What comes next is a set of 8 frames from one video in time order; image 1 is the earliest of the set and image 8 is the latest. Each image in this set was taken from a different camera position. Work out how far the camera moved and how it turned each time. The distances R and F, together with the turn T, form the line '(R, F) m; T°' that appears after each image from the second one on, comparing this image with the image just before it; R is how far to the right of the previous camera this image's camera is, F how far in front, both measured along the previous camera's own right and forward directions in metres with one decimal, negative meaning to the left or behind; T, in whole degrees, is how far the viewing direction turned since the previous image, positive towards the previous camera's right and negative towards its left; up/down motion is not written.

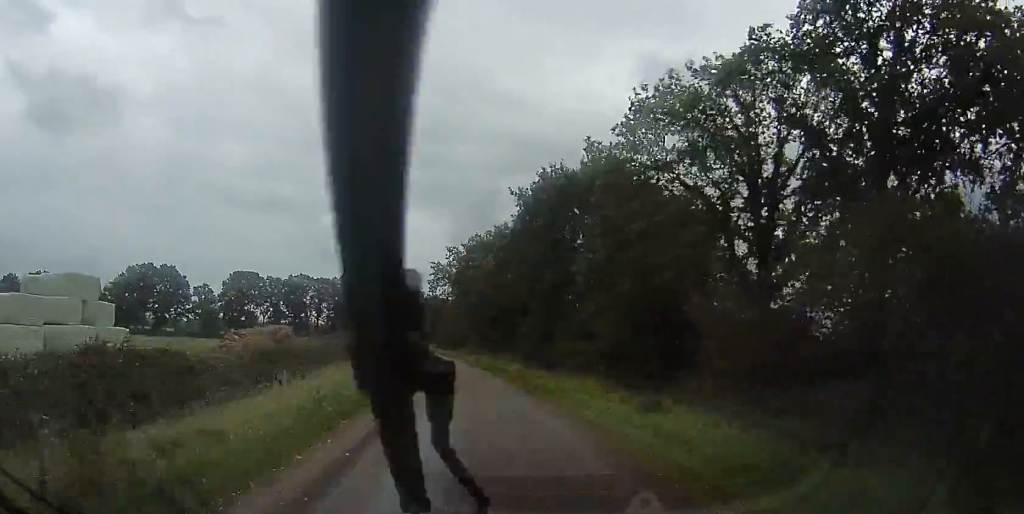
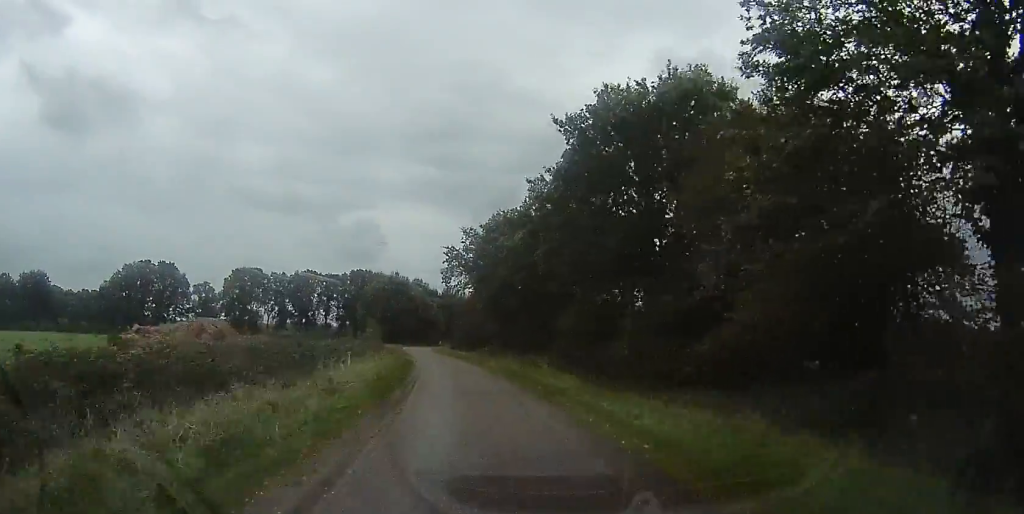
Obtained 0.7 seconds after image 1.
(-0.4, +11.4) m; -2°
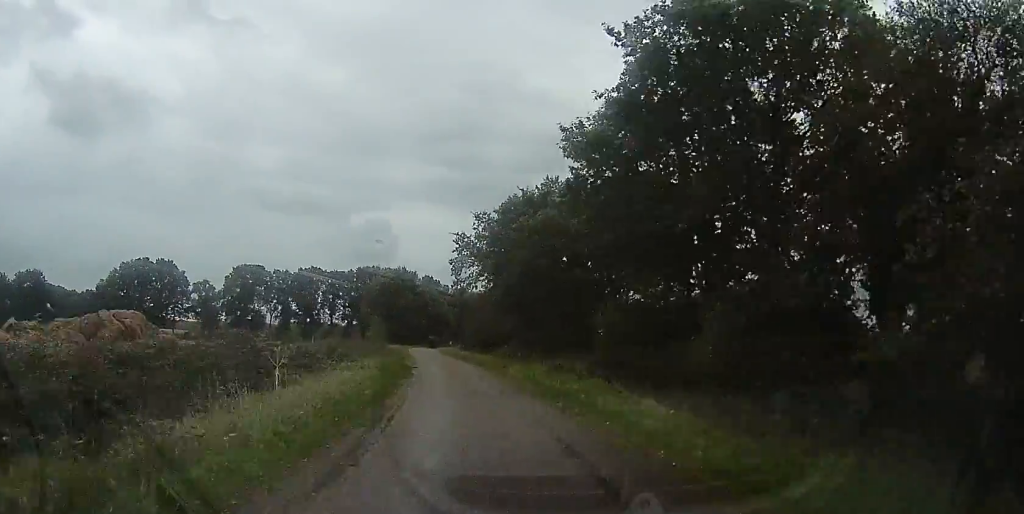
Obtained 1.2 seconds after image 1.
(0.0, +7.2) m; -2°
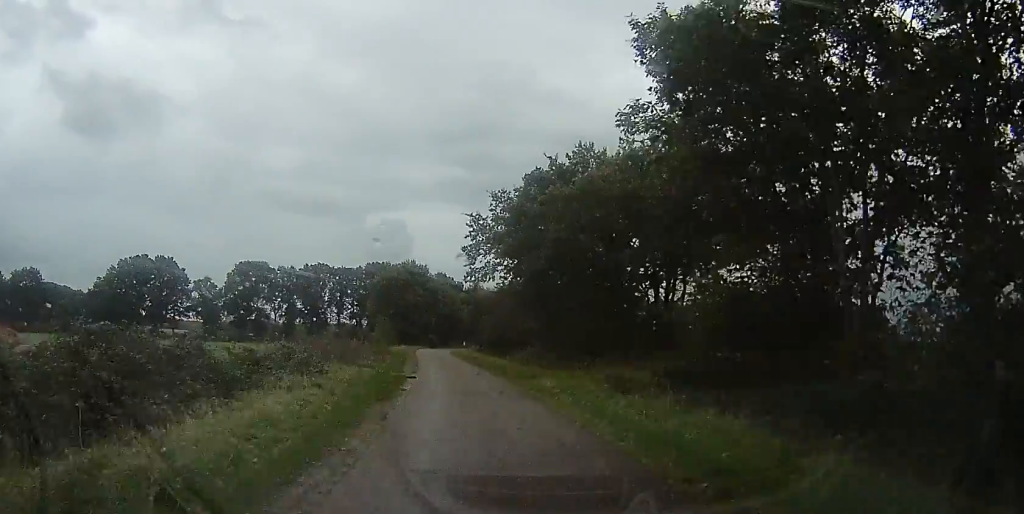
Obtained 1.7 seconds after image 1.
(+0.2, +7.7) m; -2°
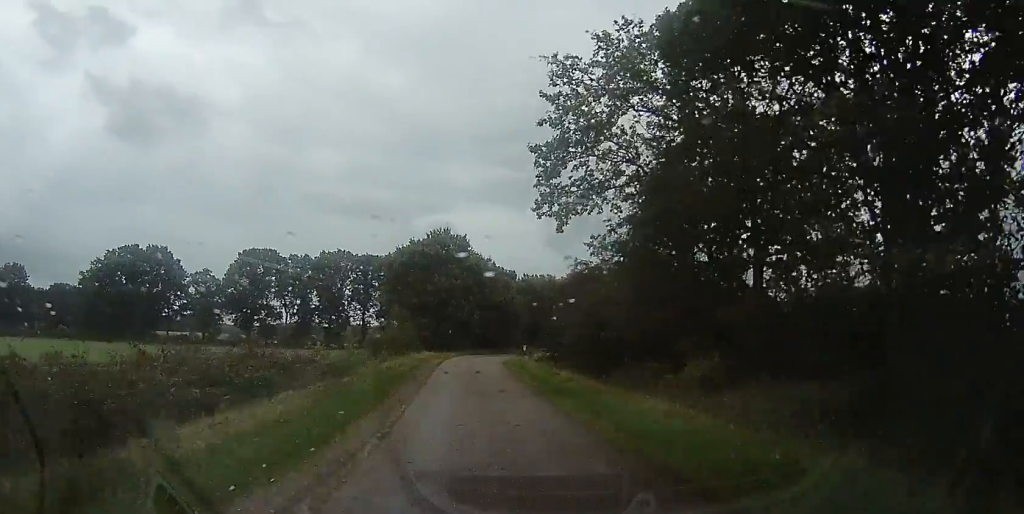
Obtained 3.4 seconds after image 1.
(-1.5, +25.2) m; -4°
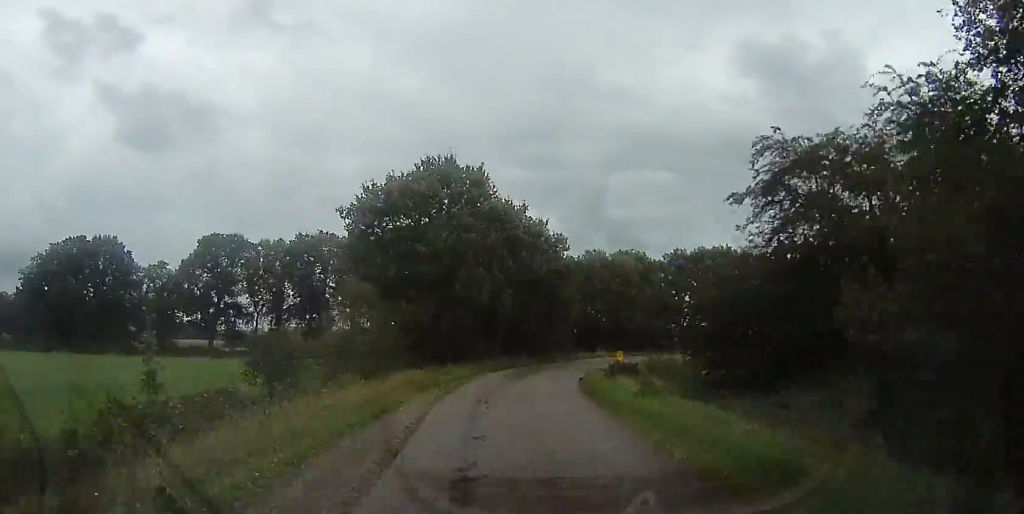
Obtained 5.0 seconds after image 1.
(-0.3, +23.7) m; 0°
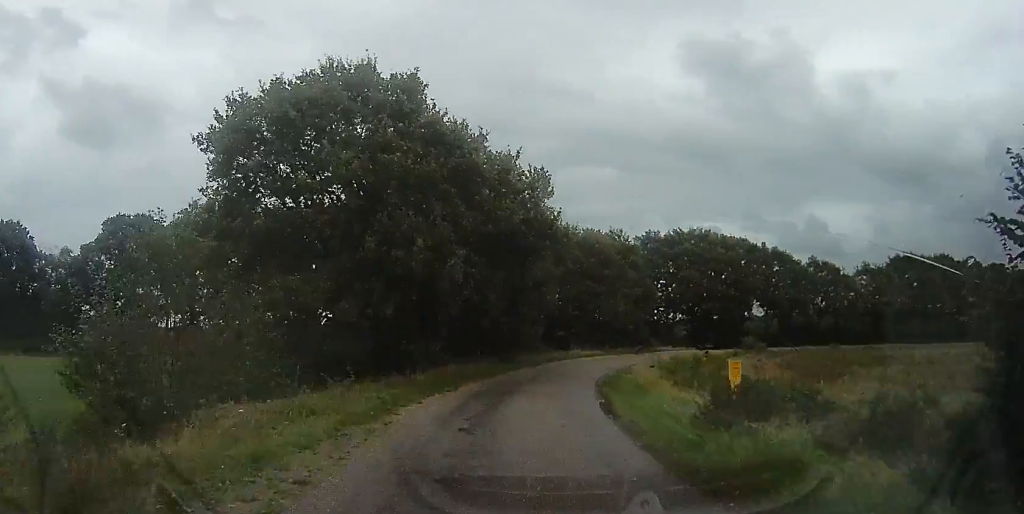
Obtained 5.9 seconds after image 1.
(+0.1, +12.0) m; +5°
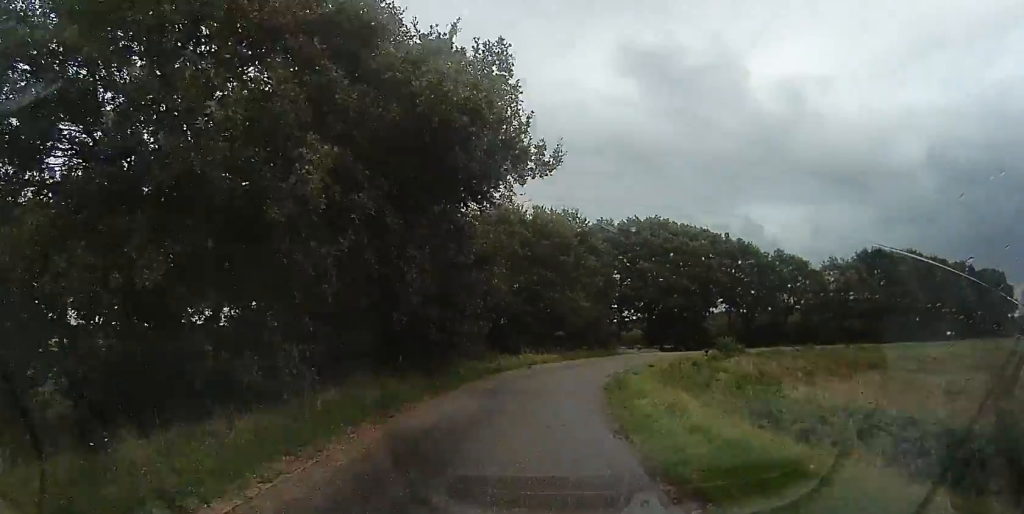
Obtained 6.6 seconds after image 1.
(+0.7, +9.3) m; +4°
